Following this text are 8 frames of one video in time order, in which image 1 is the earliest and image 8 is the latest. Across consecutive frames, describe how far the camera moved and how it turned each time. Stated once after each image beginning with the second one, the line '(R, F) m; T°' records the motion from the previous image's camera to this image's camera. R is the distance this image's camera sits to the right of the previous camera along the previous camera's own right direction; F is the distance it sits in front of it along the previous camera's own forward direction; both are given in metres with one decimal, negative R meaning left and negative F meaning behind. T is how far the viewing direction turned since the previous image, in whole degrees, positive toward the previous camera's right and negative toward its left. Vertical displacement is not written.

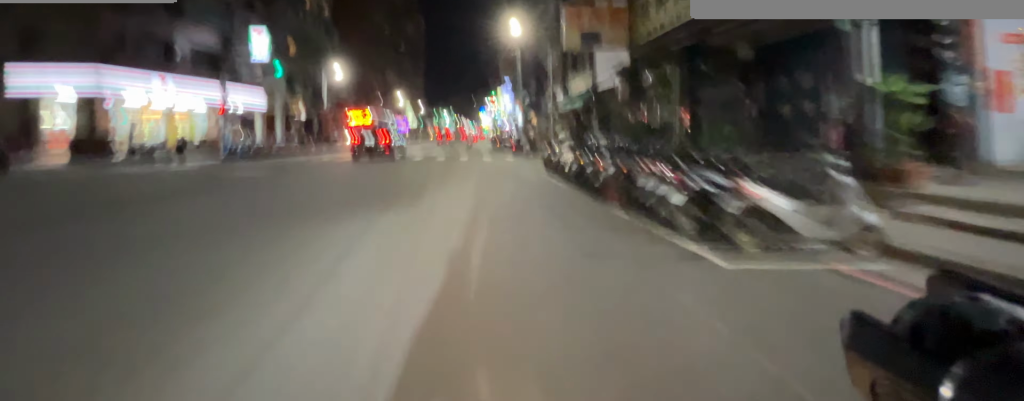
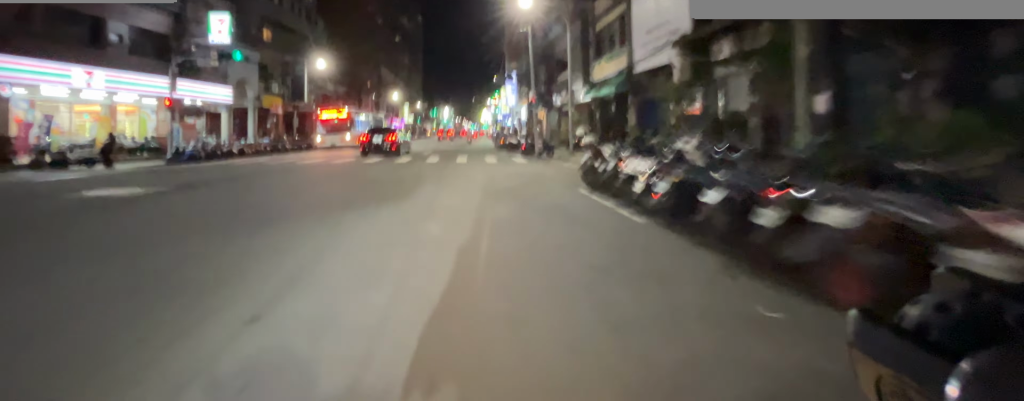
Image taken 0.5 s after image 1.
(0.0, +4.9) m; +1°
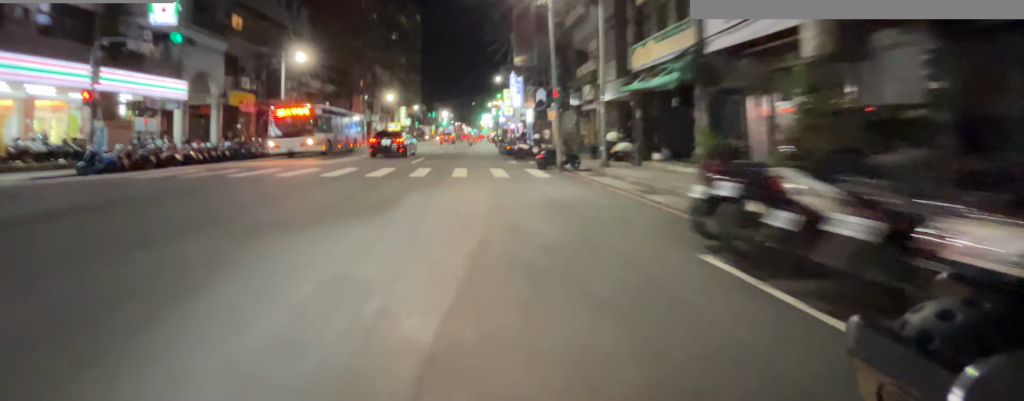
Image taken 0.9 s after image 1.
(-0.1, +4.9) m; +1°
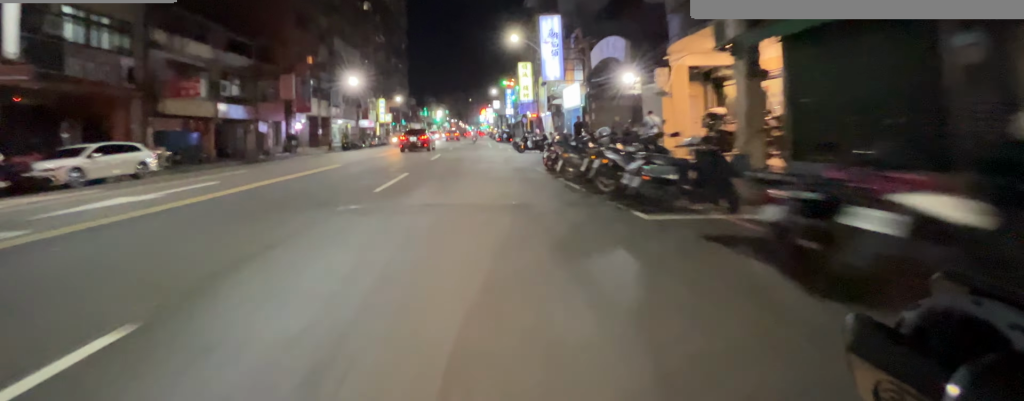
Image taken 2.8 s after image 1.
(-0.7, +20.0) m; -8°
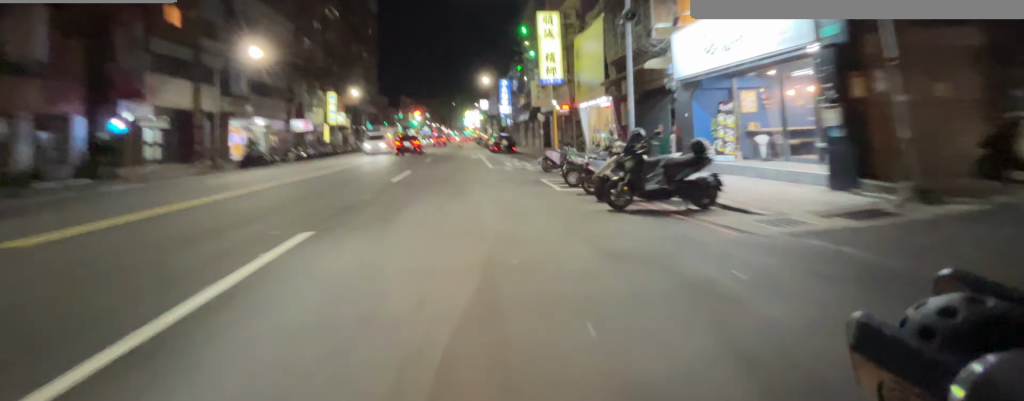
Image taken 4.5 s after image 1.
(-0.3, +17.9) m; +2°
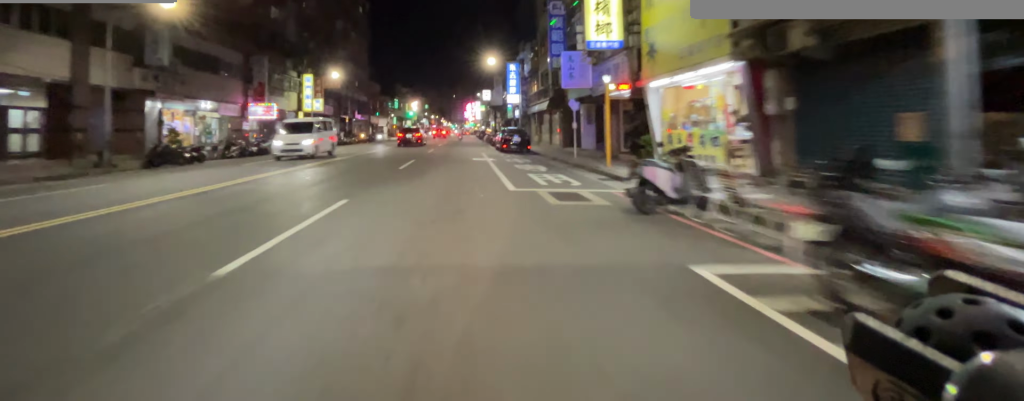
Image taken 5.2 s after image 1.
(+0.3, +8.2) m; +2°
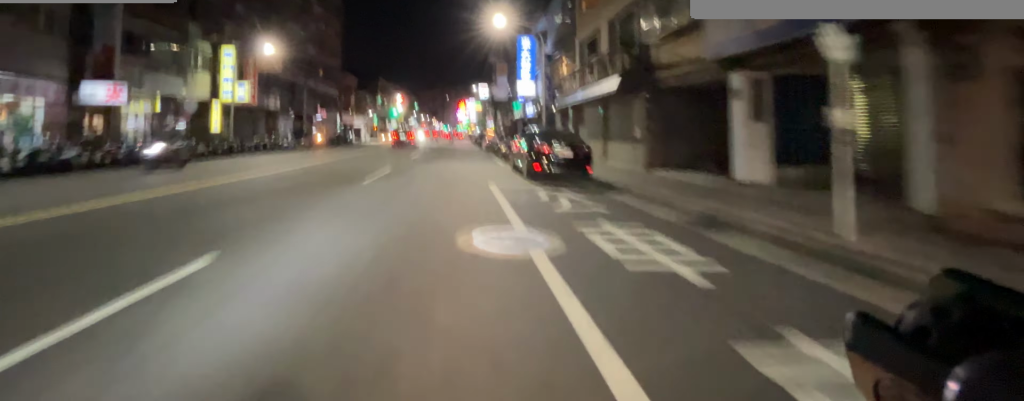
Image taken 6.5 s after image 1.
(0.0, +13.3) m; 0°
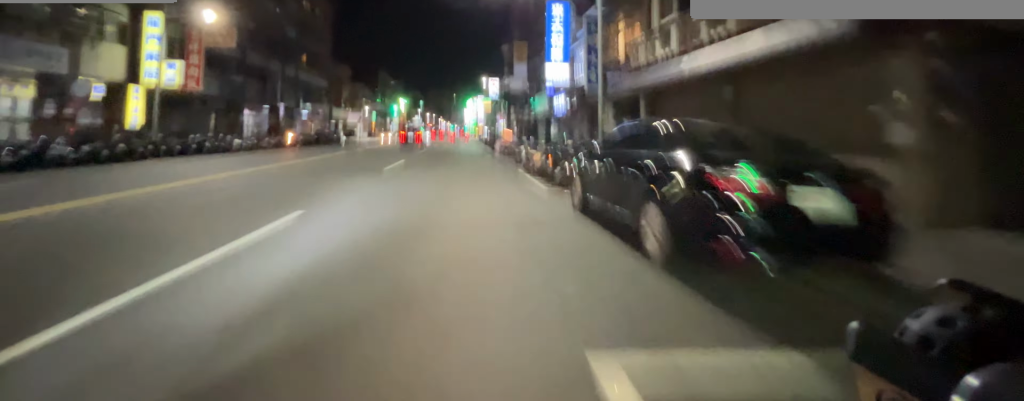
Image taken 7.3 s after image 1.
(0.0, +8.1) m; 0°
